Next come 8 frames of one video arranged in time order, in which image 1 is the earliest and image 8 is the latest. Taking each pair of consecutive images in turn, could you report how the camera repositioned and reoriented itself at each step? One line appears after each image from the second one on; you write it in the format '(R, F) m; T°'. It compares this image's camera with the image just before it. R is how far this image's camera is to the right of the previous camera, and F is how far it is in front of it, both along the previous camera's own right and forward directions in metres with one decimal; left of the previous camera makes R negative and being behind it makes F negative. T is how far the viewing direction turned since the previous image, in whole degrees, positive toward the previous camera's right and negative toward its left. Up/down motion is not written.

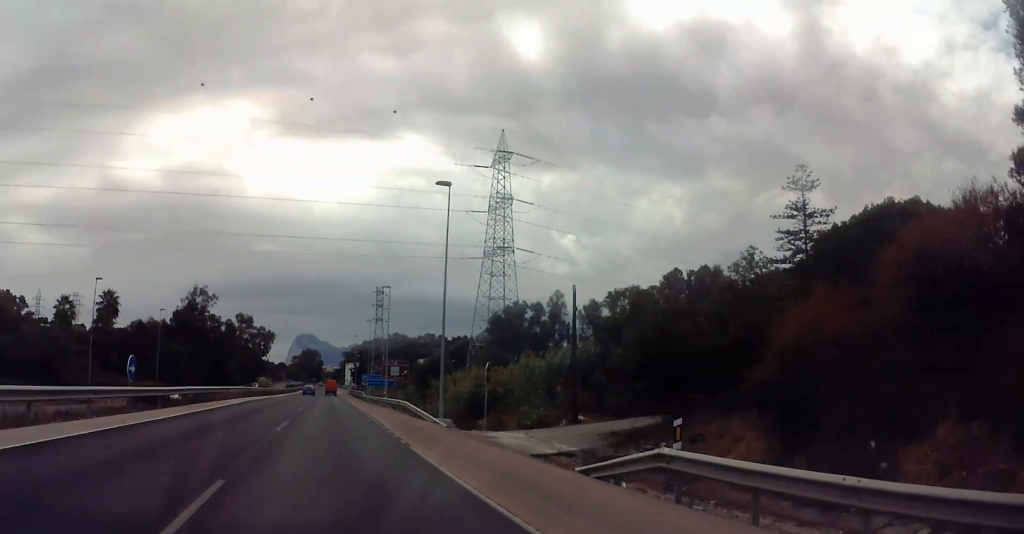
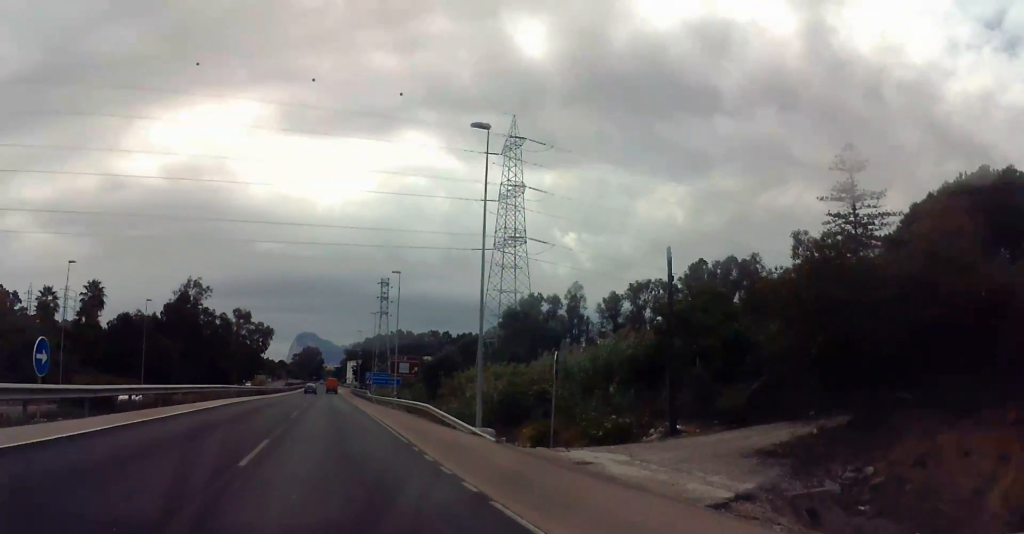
(0.0, +8.6) m; 0°
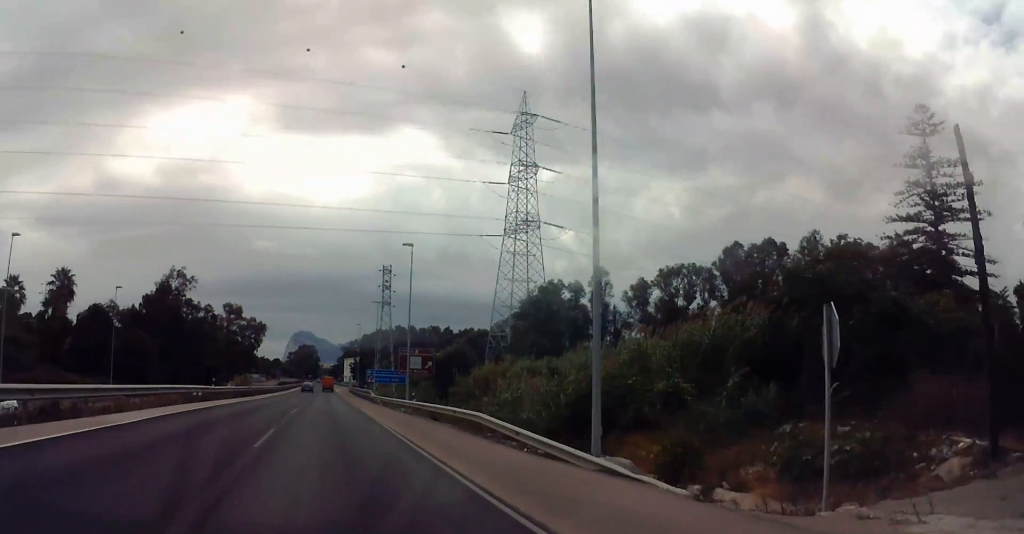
(-0.2, +12.2) m; -1°
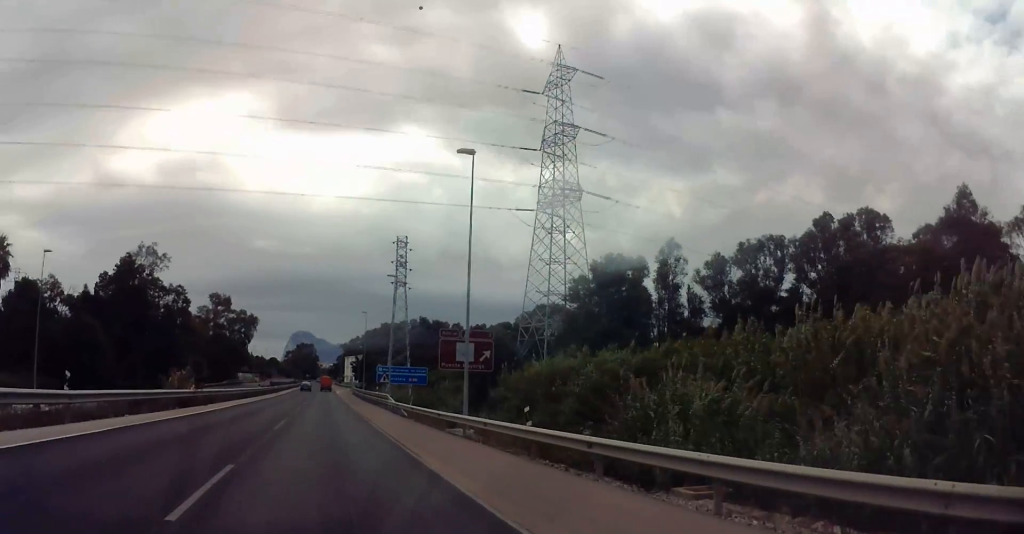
(0.0, +20.8) m; 0°
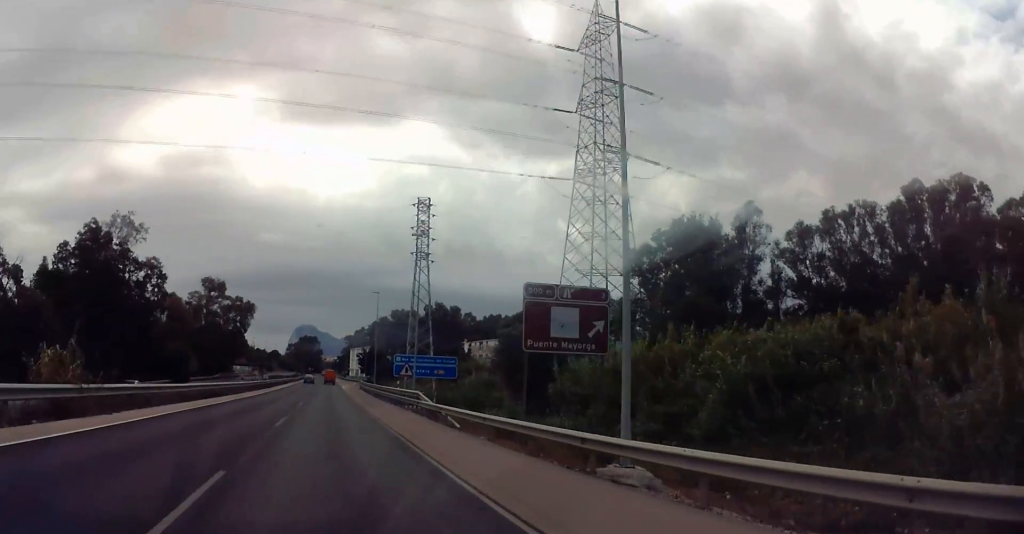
(+0.1, +16.0) m; 0°
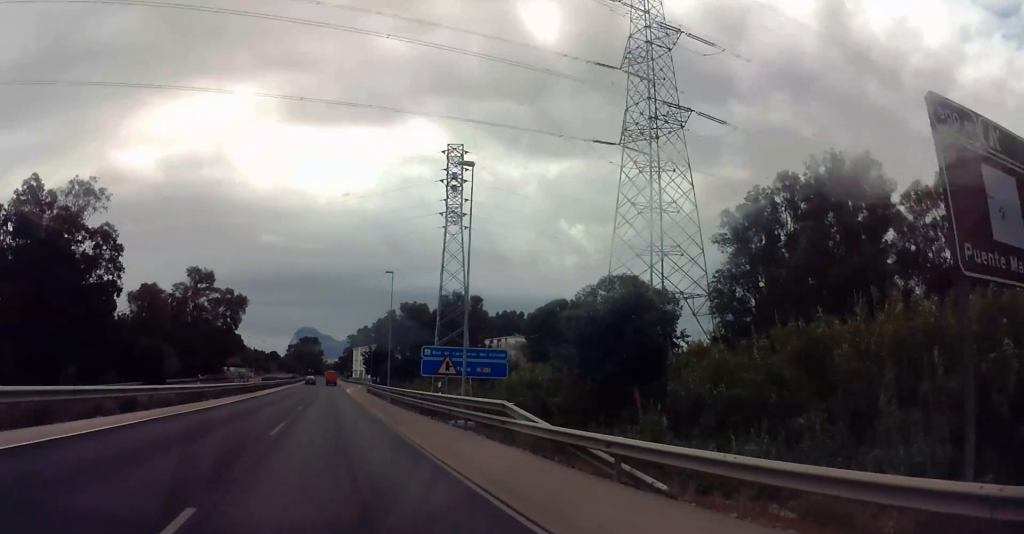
(0.0, +16.8) m; 0°
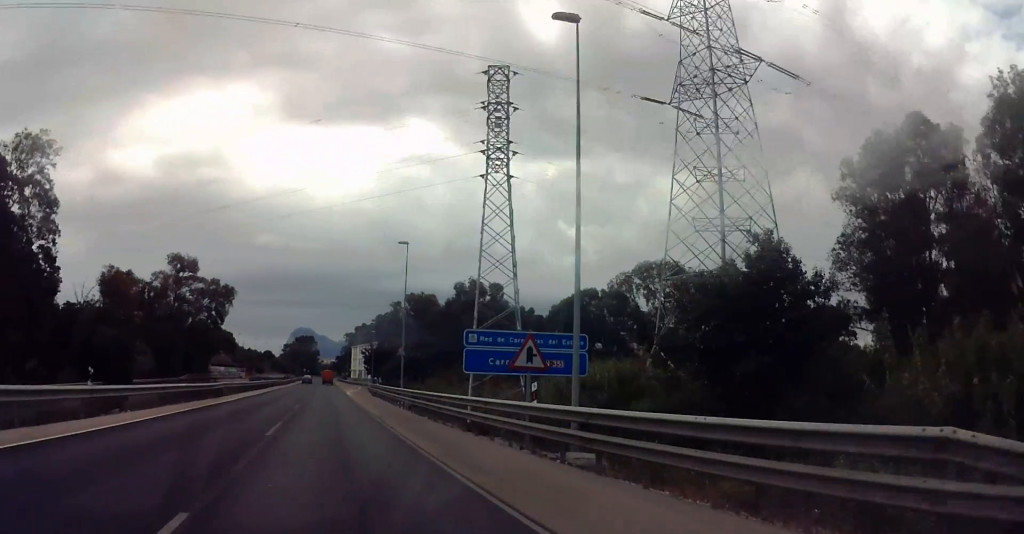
(0.0, +14.7) m; -1°
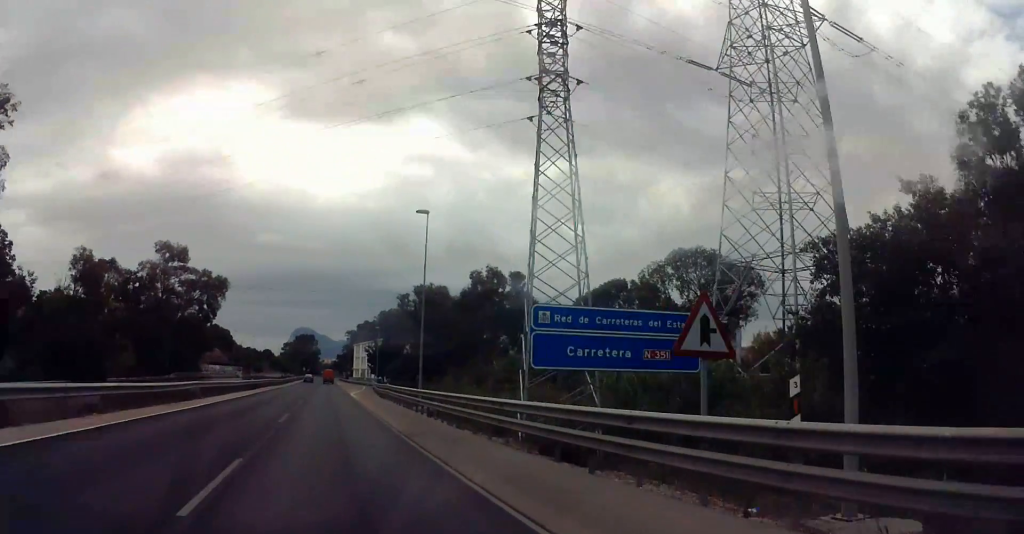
(-0.1, +10.4) m; 0°
